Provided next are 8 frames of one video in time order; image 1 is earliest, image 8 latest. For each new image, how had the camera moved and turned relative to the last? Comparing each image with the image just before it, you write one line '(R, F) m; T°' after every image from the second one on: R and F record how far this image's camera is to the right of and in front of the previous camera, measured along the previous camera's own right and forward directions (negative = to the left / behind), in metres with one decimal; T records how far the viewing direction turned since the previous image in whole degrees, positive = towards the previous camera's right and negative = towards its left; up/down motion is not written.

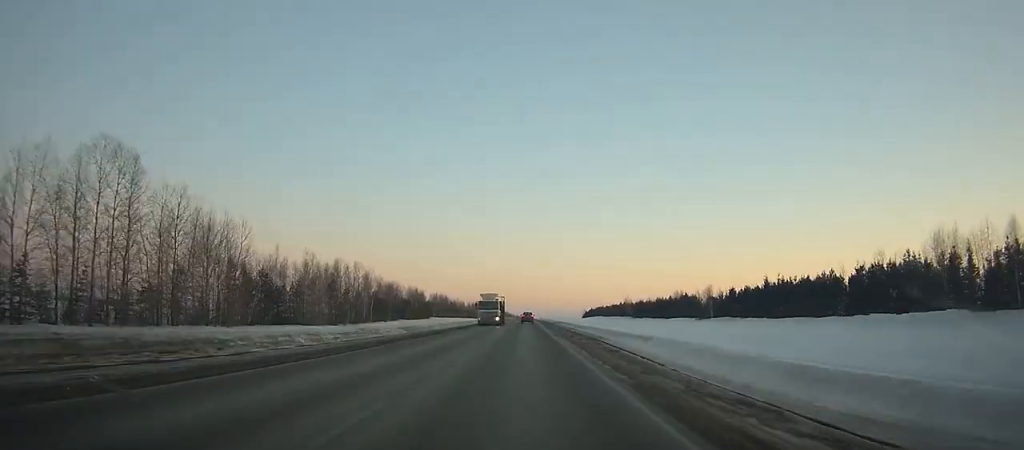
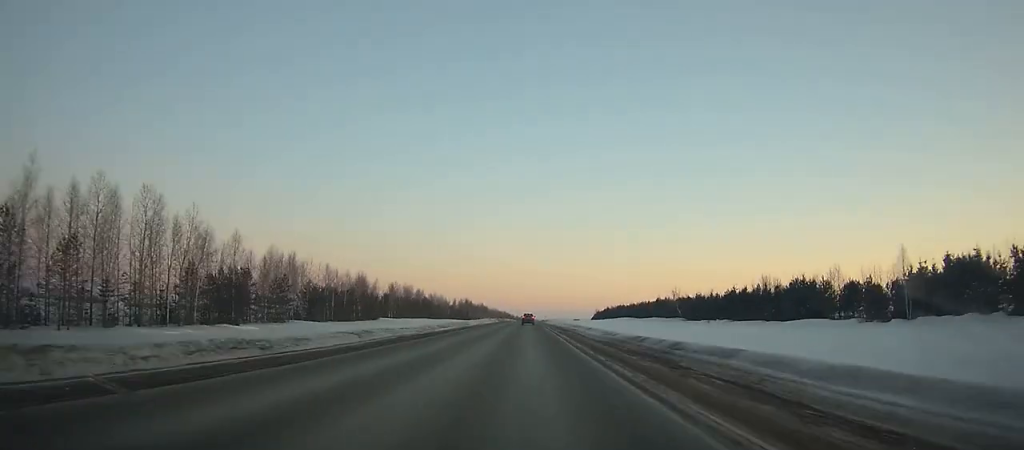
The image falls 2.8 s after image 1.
(0.0, +80.1) m; 0°
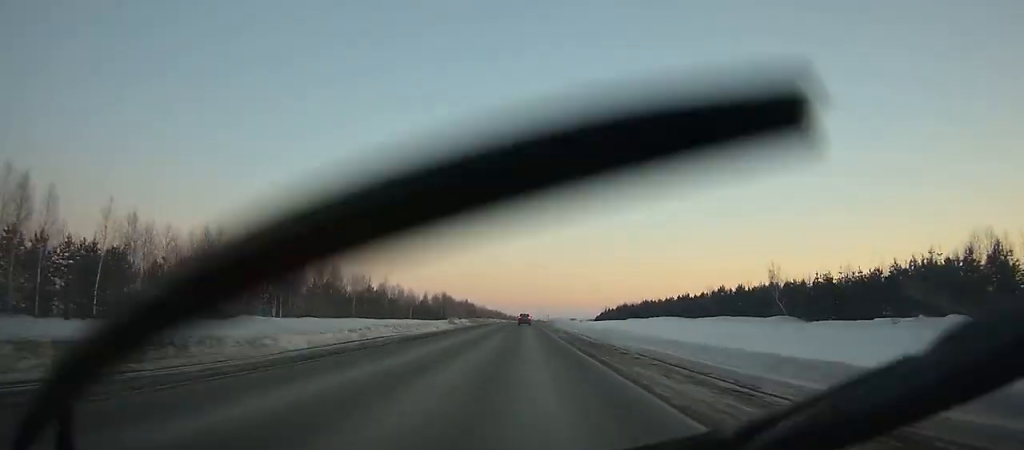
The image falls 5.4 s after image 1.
(0.0, +74.7) m; 0°
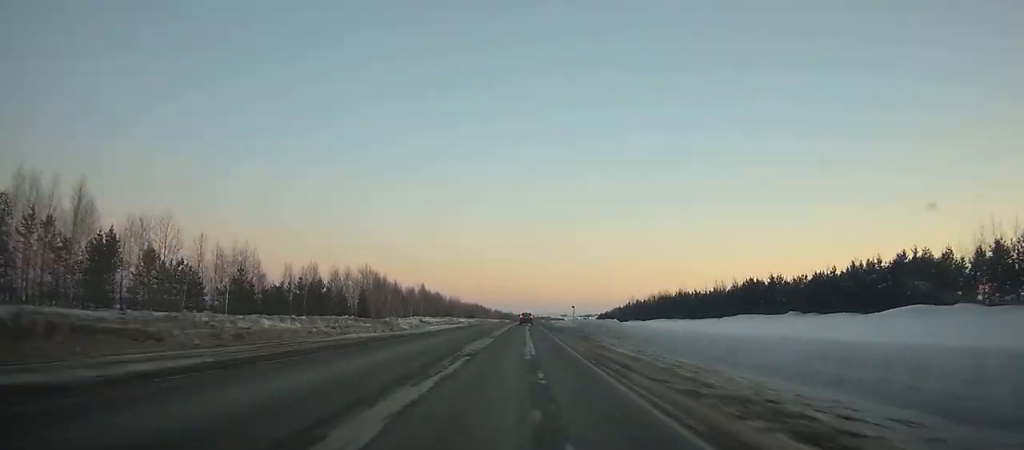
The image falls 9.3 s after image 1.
(+0.4, +111.3) m; +1°
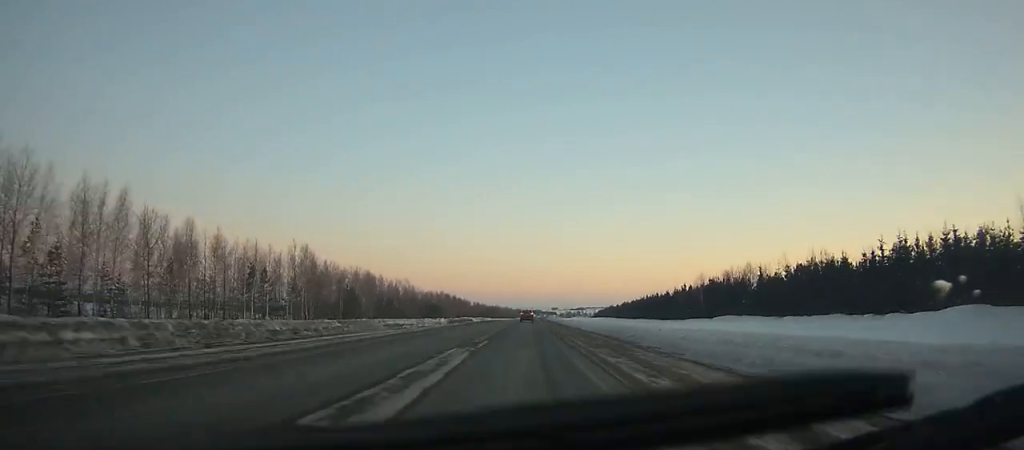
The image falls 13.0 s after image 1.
(+1.0, +103.6) m; +1°
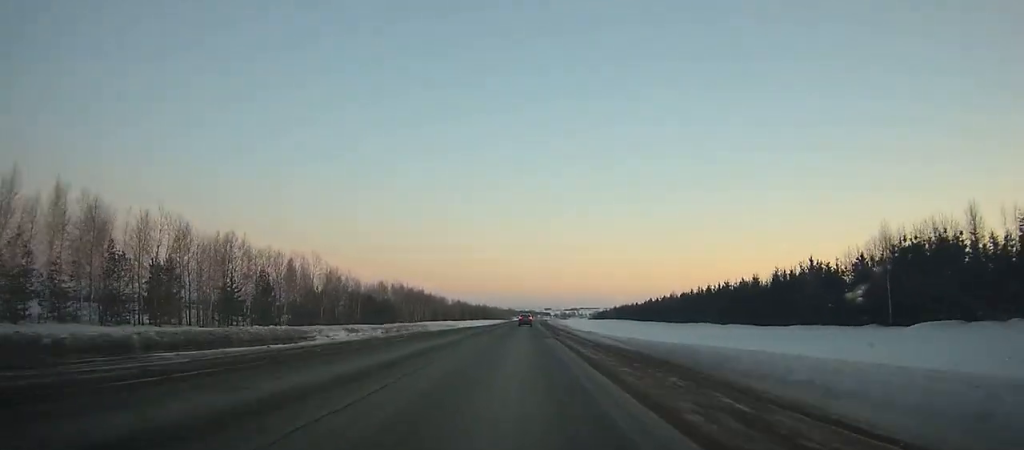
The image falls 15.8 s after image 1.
(+0.7, +76.8) m; +1°
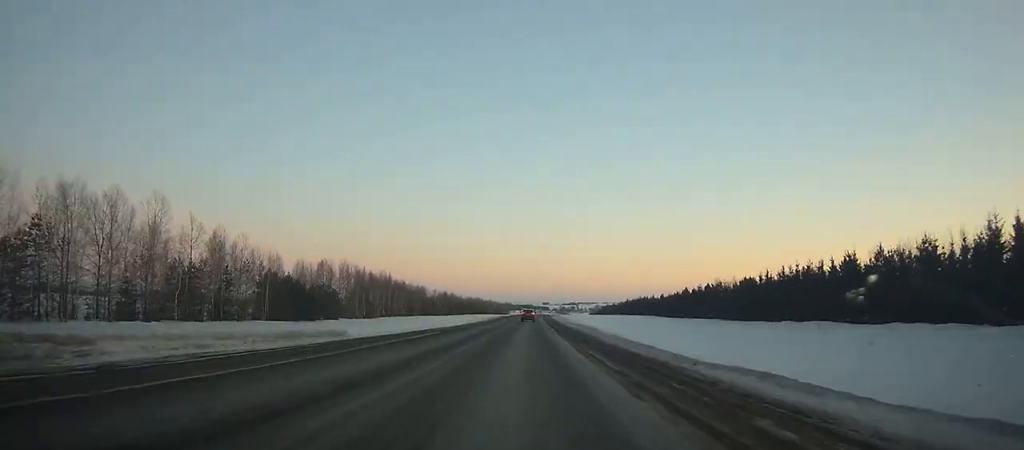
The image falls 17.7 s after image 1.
(+0.3, +51.7) m; 0°
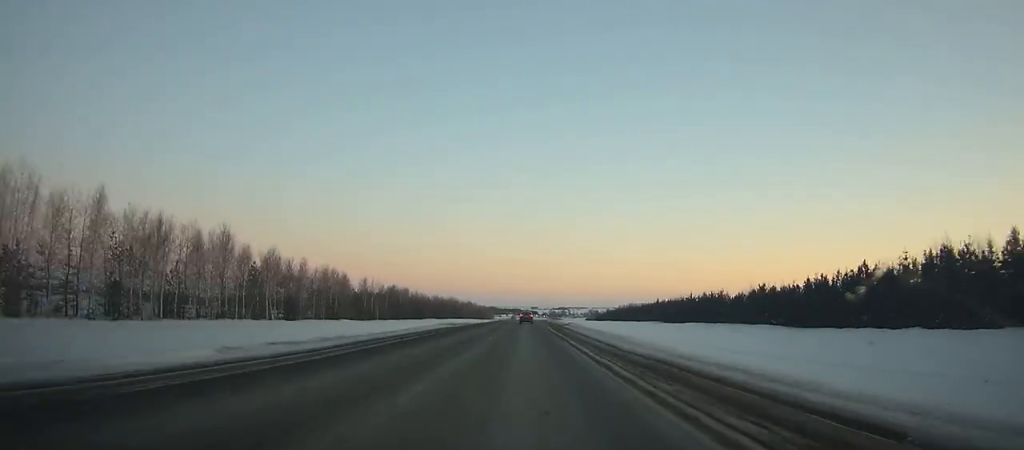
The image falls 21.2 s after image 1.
(+0.6, +95.1) m; +1°
